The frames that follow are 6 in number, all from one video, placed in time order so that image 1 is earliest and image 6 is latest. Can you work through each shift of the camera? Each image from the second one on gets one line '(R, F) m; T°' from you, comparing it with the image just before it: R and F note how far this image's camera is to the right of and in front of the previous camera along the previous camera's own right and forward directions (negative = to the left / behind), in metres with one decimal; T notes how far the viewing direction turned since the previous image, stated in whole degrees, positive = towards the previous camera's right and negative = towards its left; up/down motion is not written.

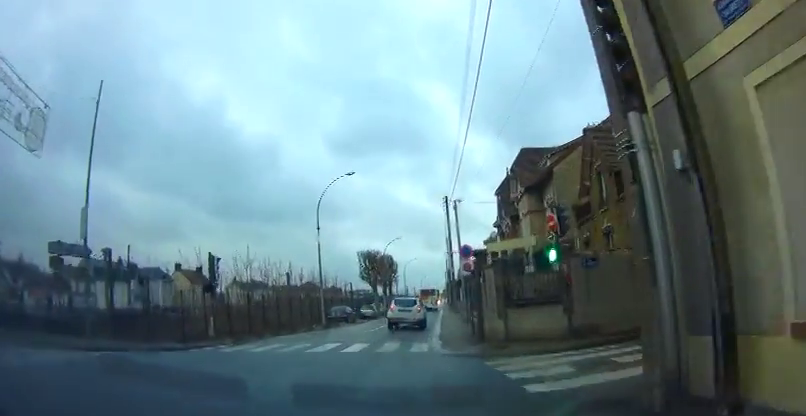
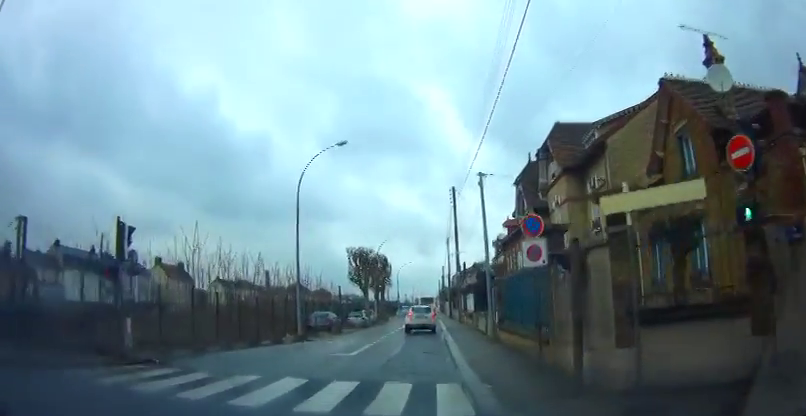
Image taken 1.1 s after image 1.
(+0.1, +6.7) m; +2°
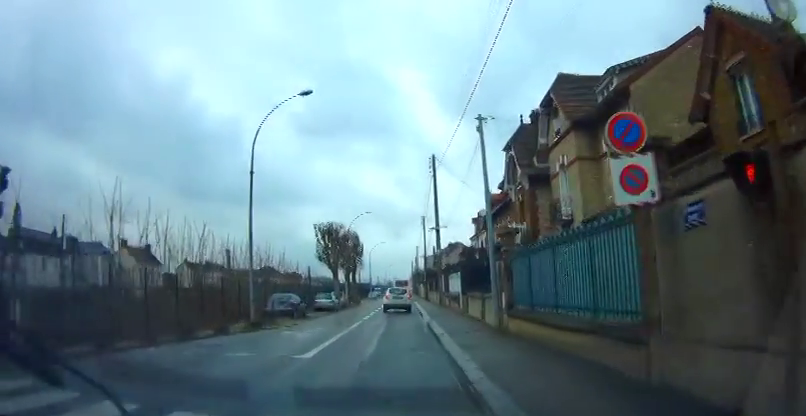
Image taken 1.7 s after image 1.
(+0.1, +3.9) m; +1°
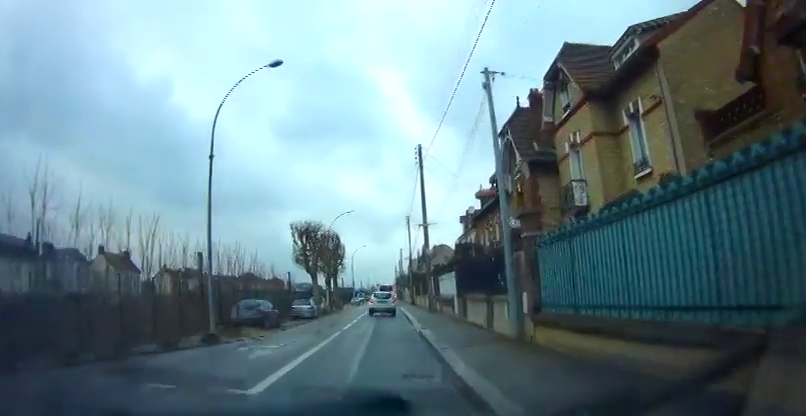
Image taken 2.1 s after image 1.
(-0.1, +3.1) m; +2°
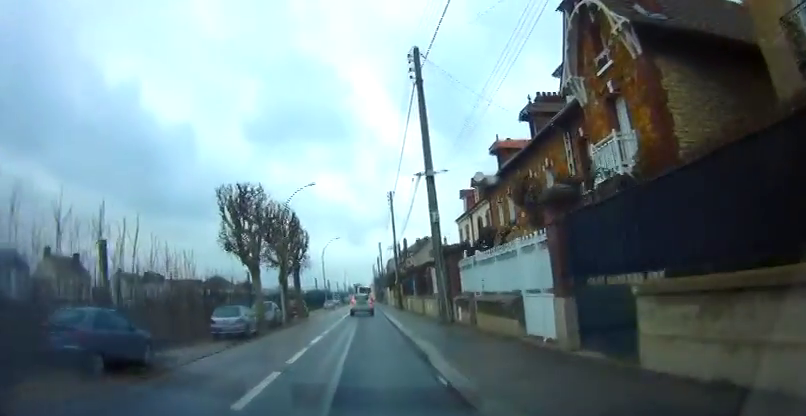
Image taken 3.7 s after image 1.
(+0.8, +12.3) m; +6°
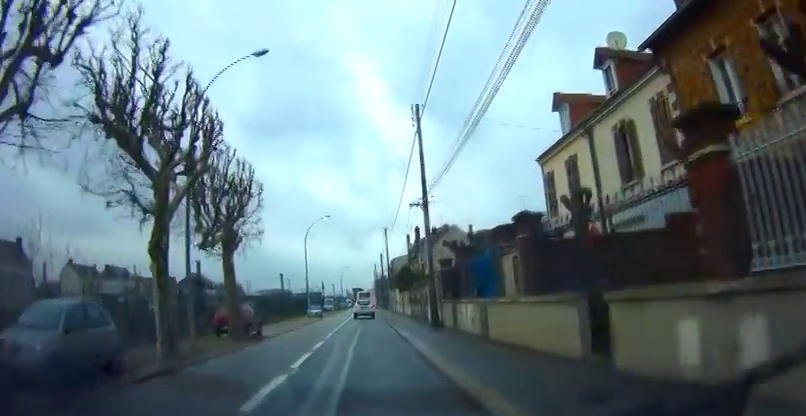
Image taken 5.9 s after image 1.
(-0.2, +19.9) m; +1°
